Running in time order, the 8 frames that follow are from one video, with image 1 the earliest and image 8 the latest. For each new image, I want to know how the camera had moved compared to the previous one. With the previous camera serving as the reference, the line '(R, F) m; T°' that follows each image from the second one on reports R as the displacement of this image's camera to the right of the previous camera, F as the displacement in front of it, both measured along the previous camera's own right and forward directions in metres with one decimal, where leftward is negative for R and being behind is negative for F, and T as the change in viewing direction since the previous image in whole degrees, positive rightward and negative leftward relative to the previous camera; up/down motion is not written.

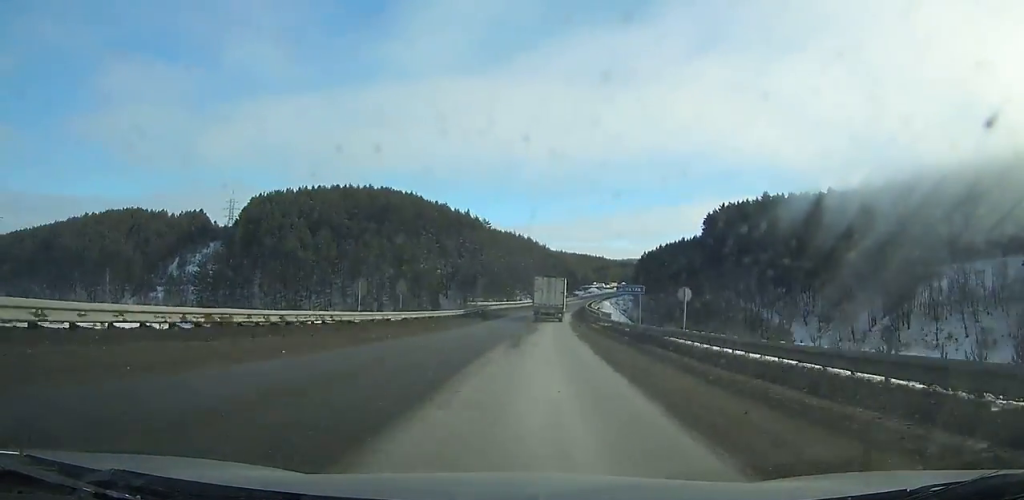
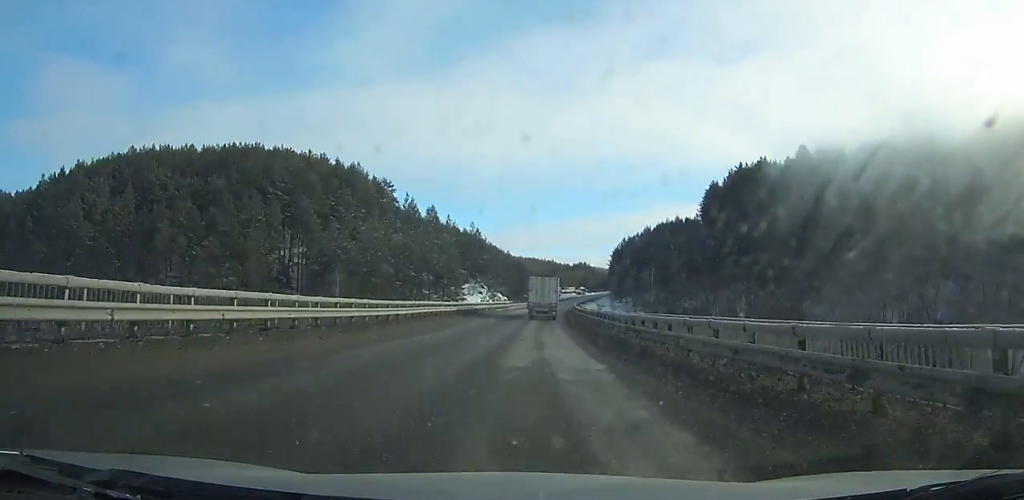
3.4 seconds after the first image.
(+4.3, +86.4) m; +5°
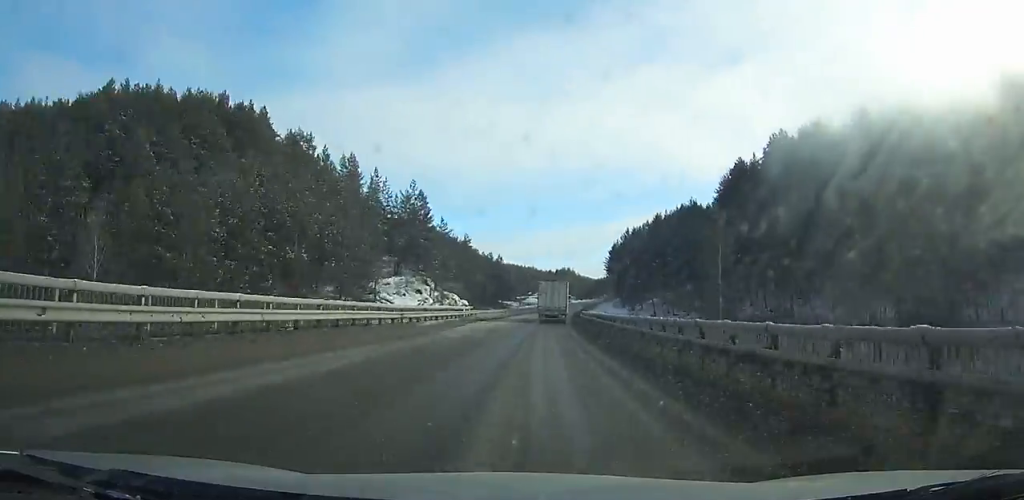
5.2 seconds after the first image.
(+0.5, +45.0) m; +2°
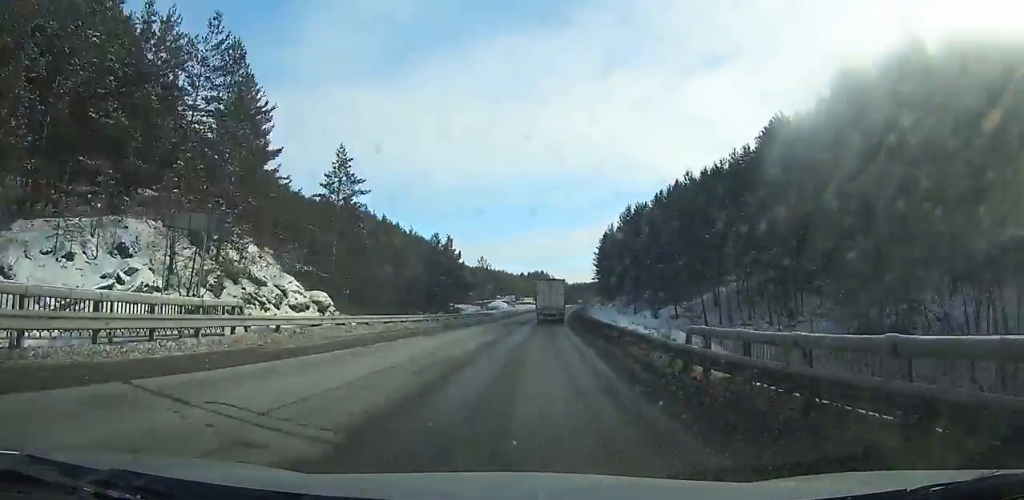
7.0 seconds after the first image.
(+1.2, +43.8) m; +2°
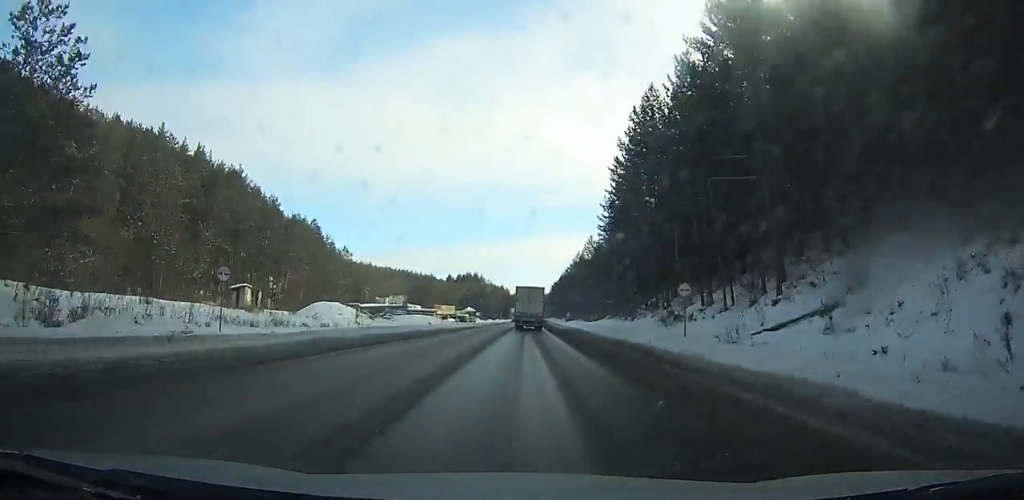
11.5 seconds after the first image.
(+5.2, +105.6) m; +5°
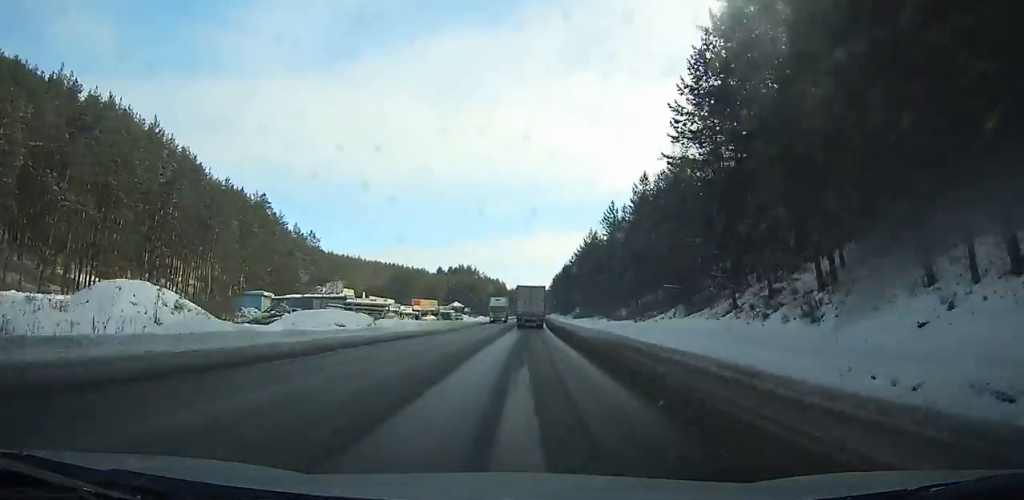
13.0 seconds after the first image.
(+0.6, +33.9) m; +1°
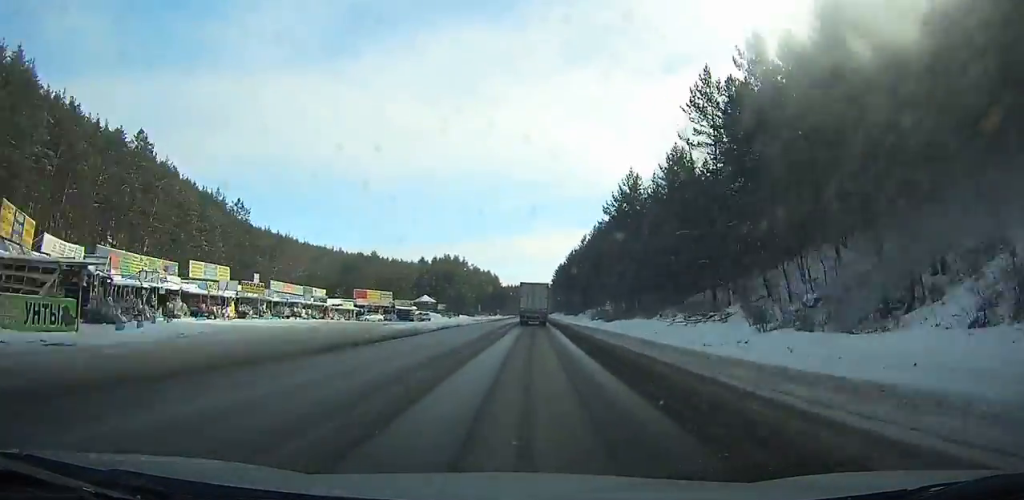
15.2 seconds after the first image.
(+0.6, +49.0) m; +1°
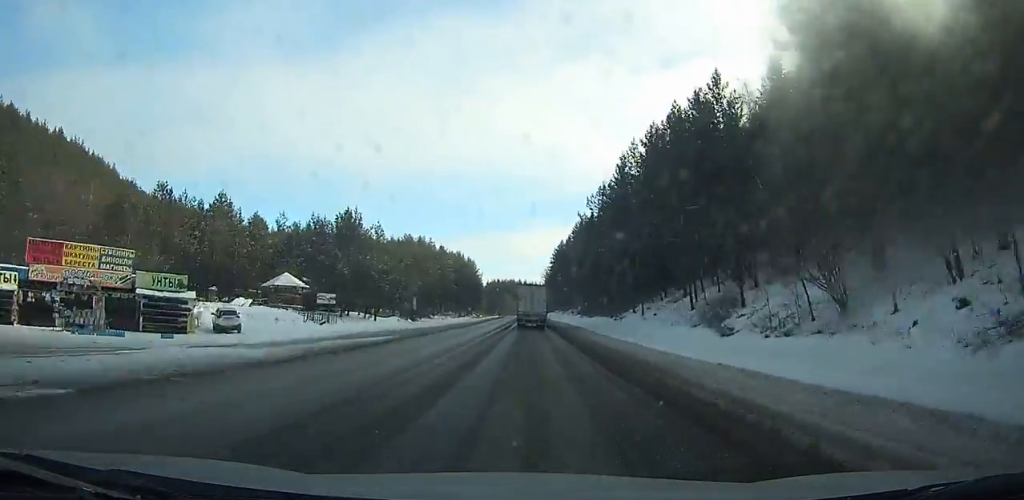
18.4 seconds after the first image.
(+0.6, +70.1) m; 0°
